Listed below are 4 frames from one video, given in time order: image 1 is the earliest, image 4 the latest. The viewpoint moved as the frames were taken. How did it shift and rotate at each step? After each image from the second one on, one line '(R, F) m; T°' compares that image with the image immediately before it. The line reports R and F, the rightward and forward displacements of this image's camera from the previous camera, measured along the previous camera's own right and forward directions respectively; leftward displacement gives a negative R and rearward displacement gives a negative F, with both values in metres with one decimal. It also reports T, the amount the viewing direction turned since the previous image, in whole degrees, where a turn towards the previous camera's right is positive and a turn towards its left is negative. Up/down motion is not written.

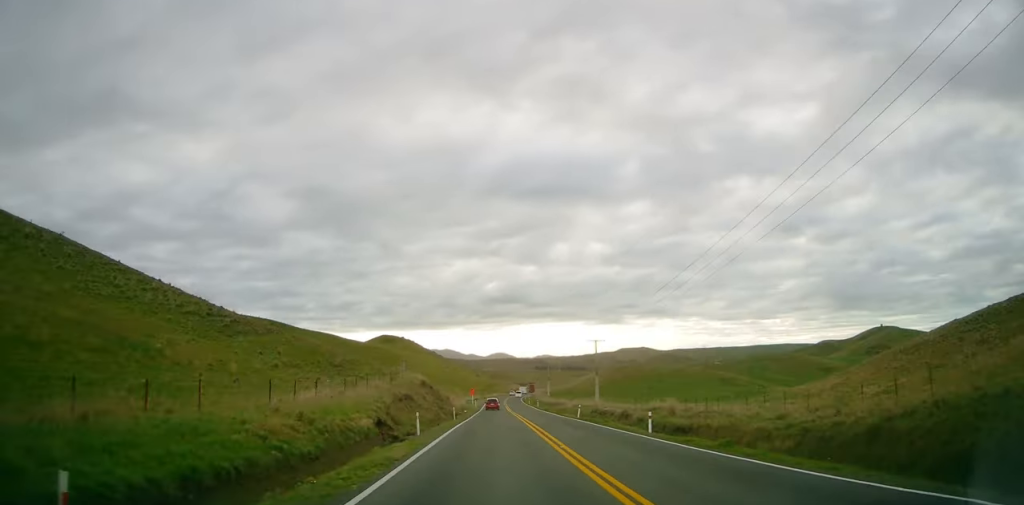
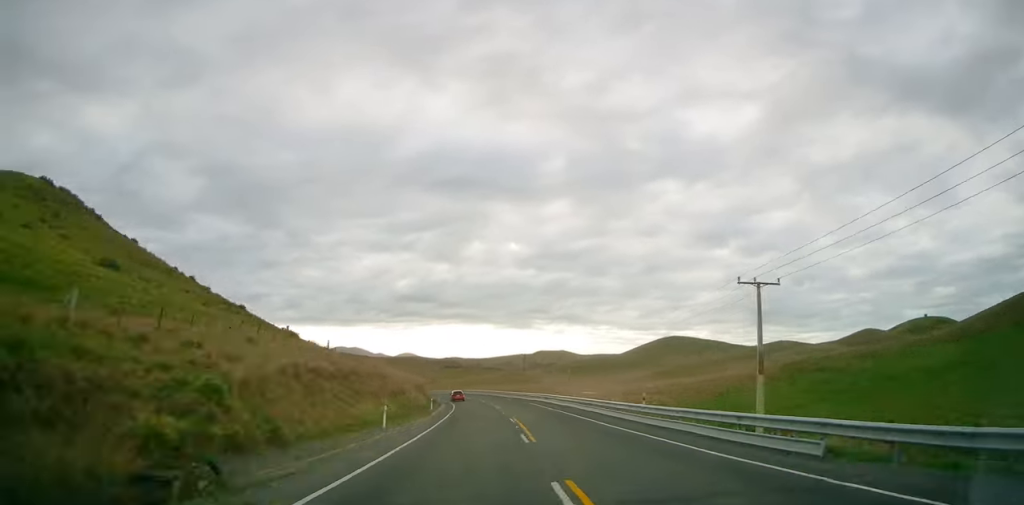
(+17.5, +229.6) m; +4°
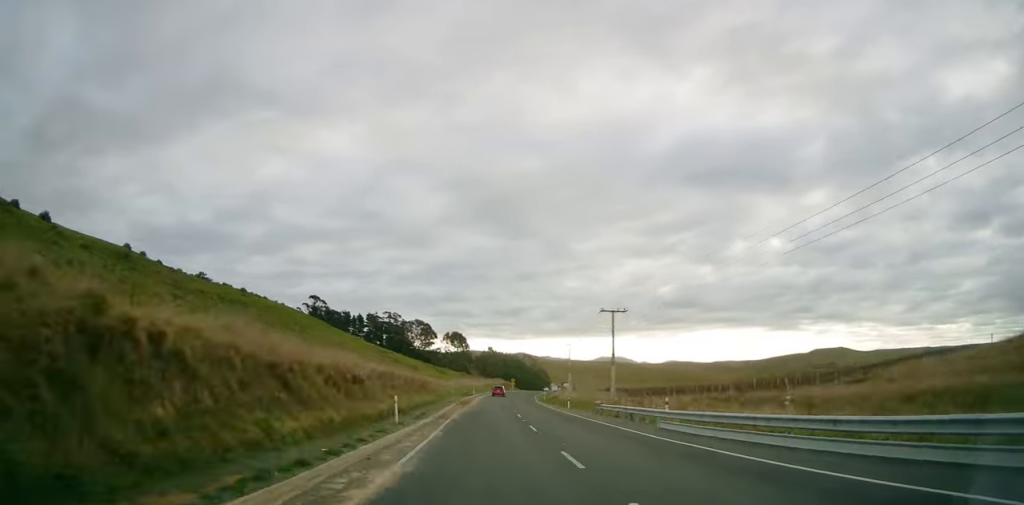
(-39.9, +190.5) m; -18°
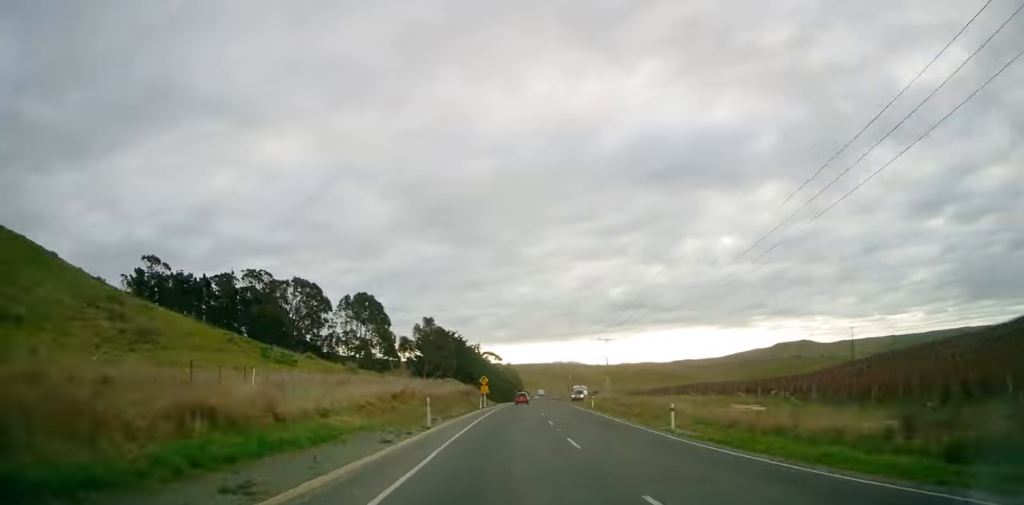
(+1.2, +84.8) m; +4°
